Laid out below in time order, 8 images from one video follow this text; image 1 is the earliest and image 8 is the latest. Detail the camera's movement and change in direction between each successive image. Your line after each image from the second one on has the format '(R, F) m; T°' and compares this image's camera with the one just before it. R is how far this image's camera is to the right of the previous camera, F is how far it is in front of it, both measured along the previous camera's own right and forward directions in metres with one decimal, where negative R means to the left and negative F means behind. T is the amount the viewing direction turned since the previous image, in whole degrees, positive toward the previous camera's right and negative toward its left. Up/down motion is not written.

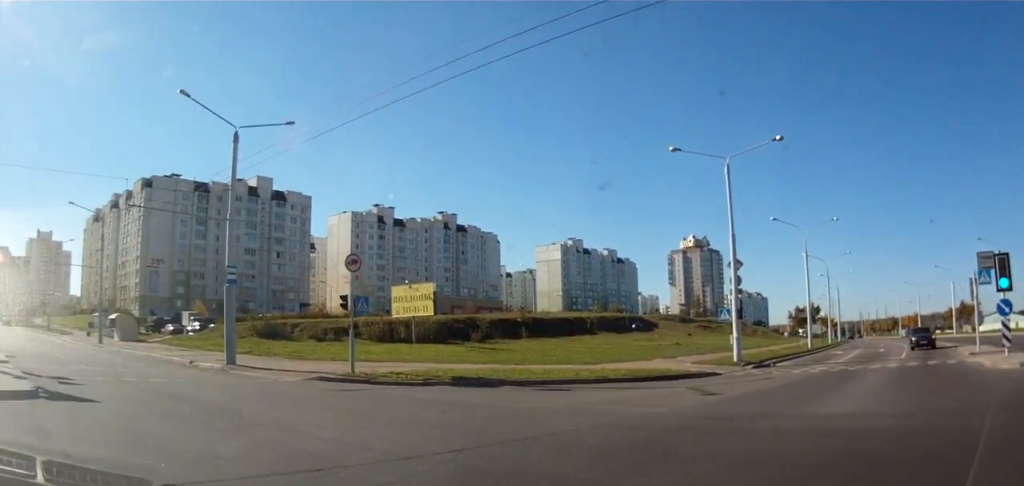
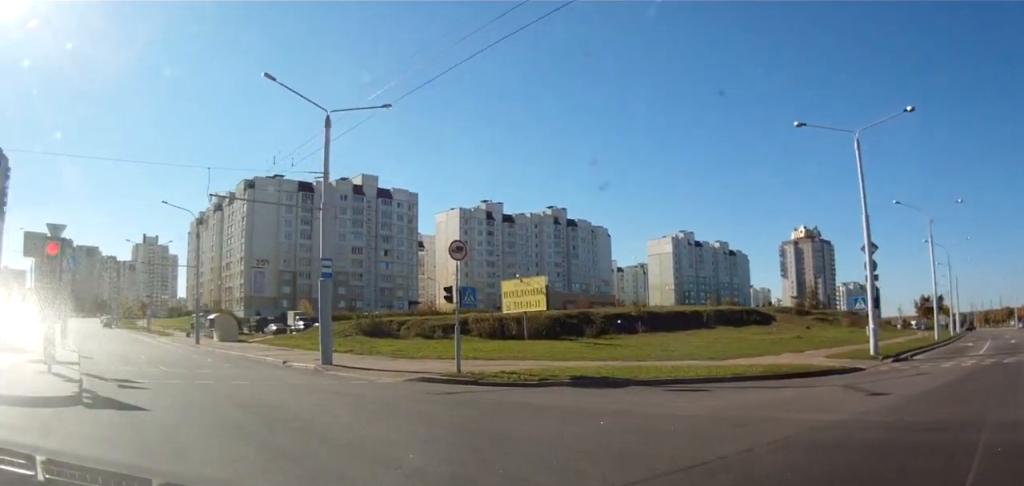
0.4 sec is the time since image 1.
(-0.6, +2.5) m; -7°
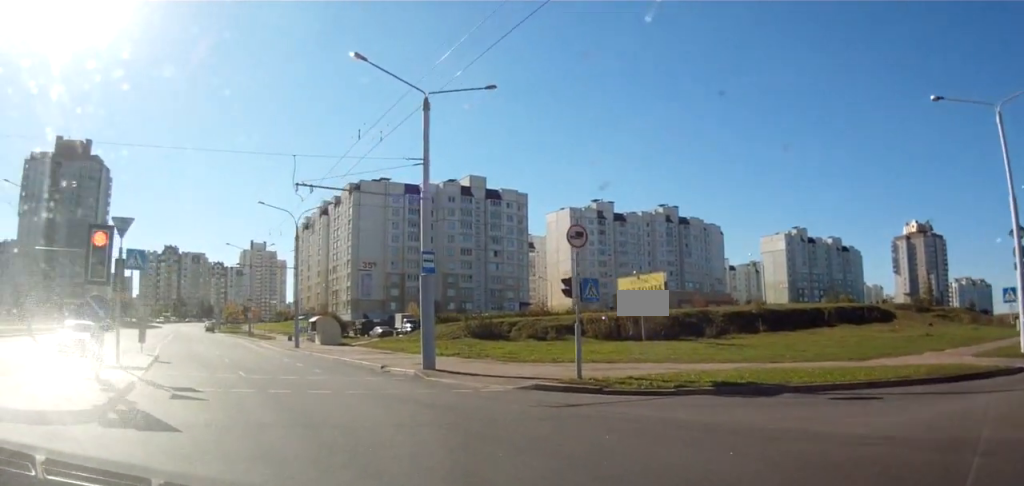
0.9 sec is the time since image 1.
(-0.3, +2.8) m; -7°
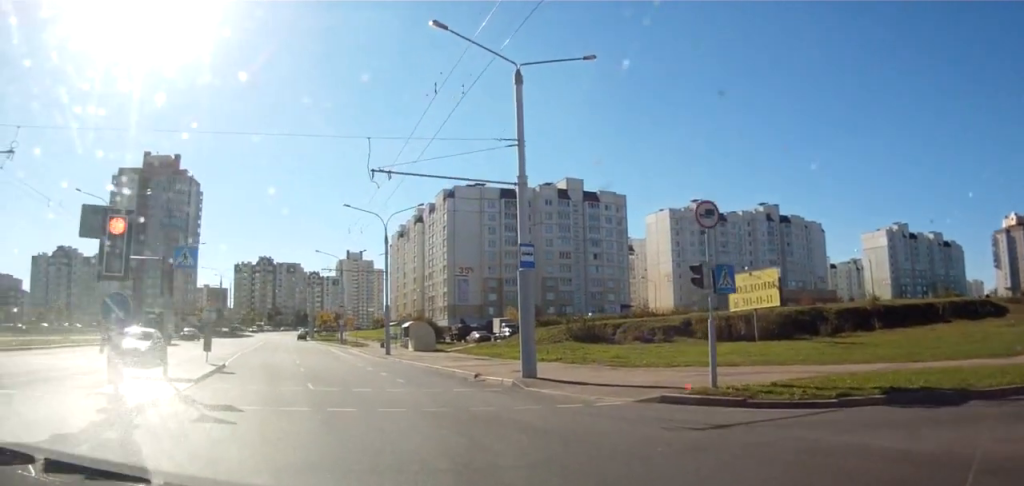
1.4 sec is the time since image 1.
(0.0, +3.1) m; -6°
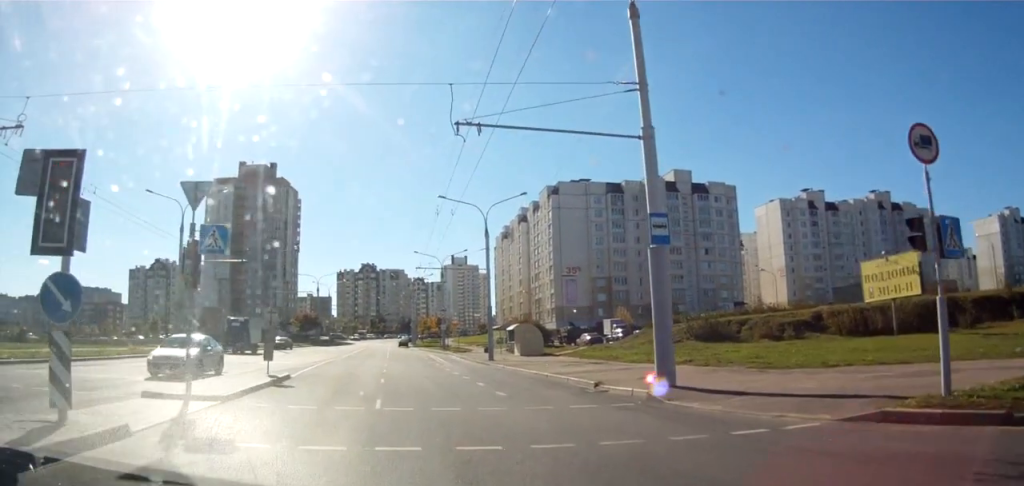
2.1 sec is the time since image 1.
(0.0, +4.4) m; -9°
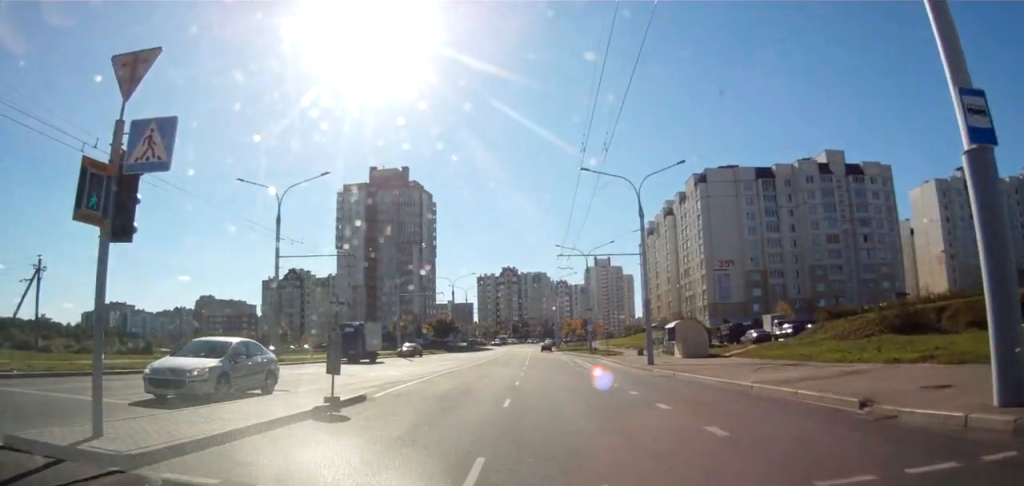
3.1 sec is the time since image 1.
(-1.4, +7.3) m; -14°
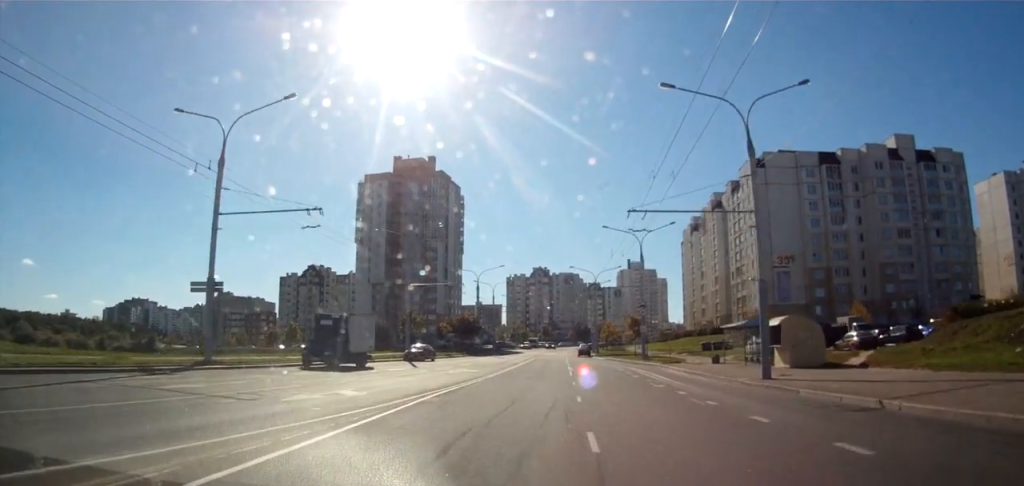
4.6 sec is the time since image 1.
(-1.6, +12.5) m; -9°
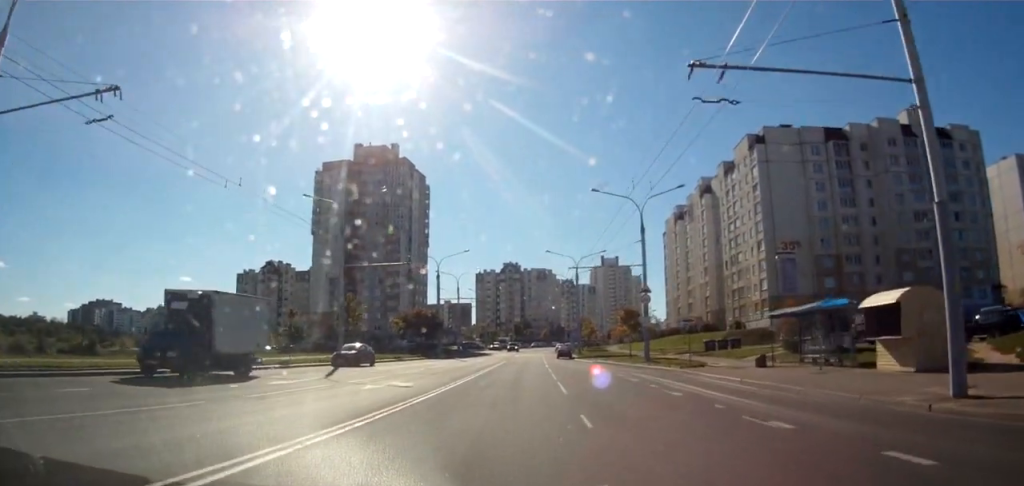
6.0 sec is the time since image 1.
(+0.3, +13.6) m; +1°
